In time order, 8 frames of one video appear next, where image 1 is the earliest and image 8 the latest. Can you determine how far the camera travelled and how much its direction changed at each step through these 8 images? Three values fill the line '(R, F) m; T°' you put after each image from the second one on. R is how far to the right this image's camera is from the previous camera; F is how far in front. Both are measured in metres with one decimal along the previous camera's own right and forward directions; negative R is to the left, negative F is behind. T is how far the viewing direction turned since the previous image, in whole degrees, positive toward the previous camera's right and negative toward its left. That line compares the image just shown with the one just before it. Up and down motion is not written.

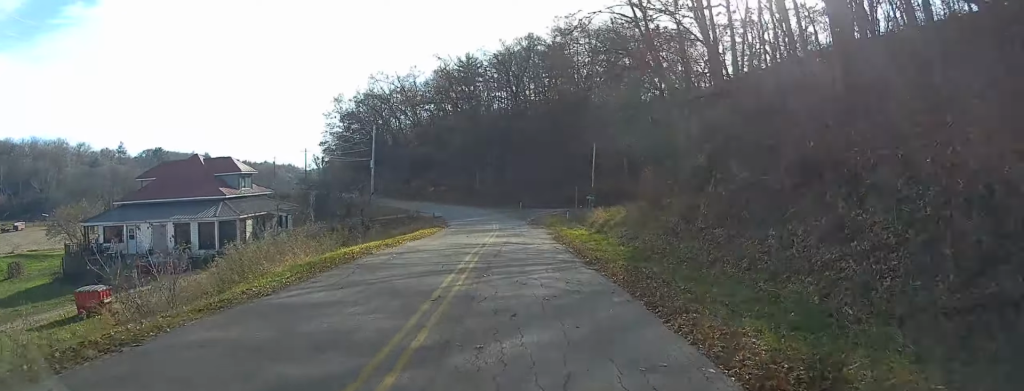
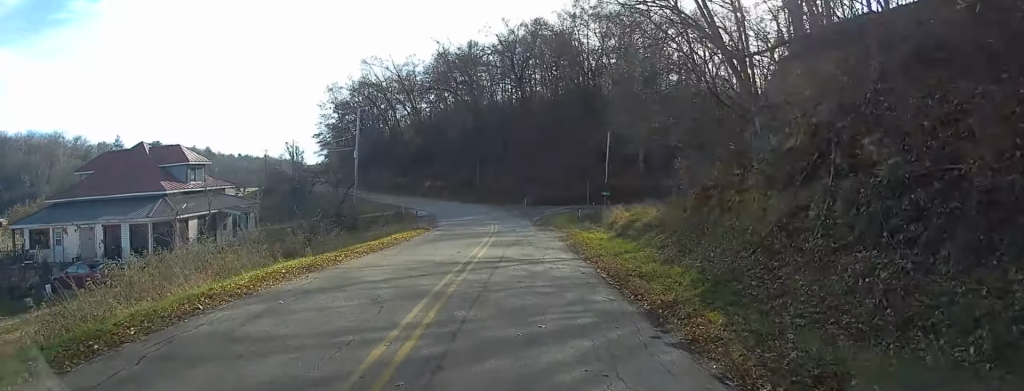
(0.0, +9.3) m; 0°
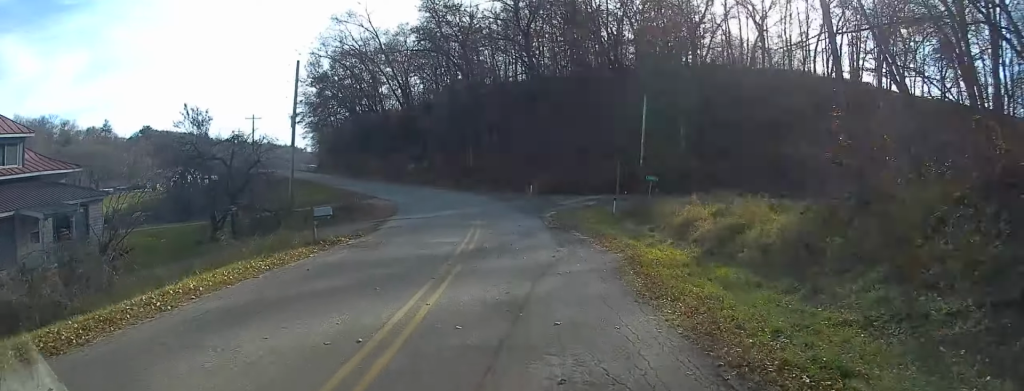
(+0.2, +19.2) m; -2°
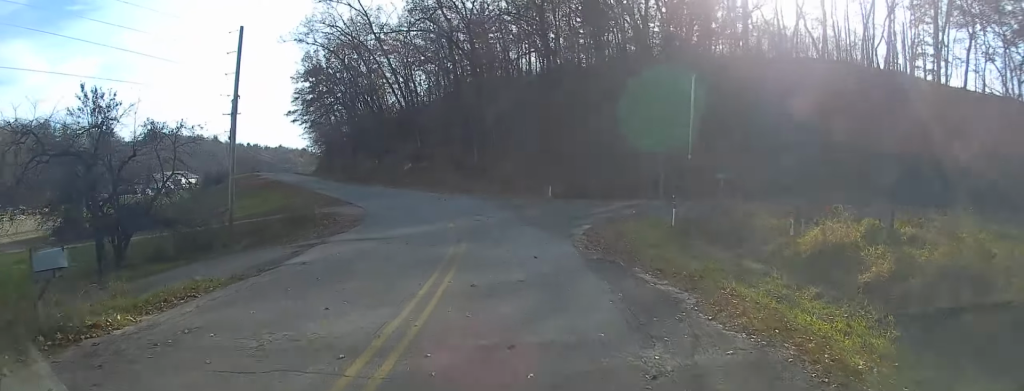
(-0.2, +11.9) m; -4°
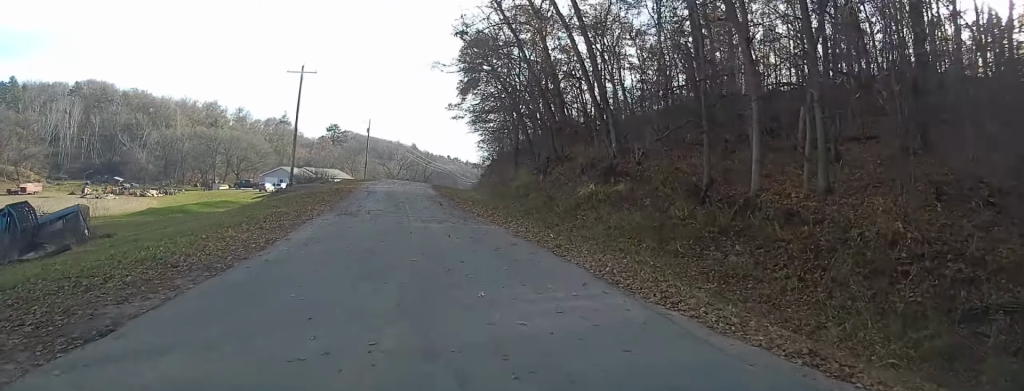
(-6.5, +36.8) m; -21°
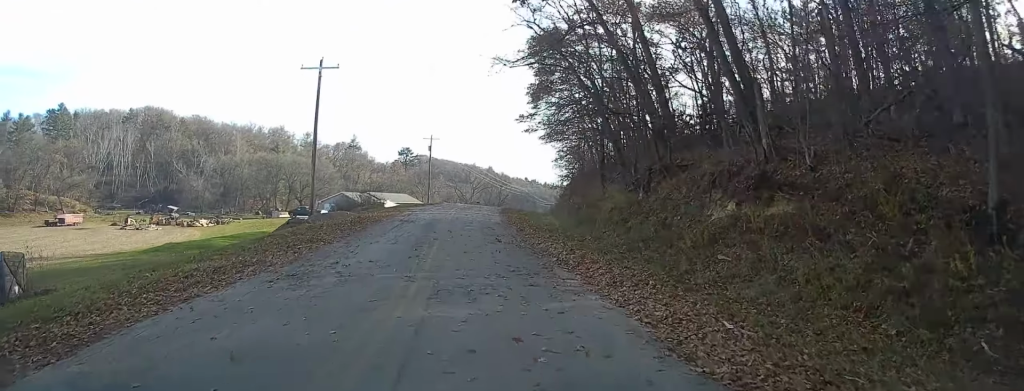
(-0.8, +12.5) m; -5°
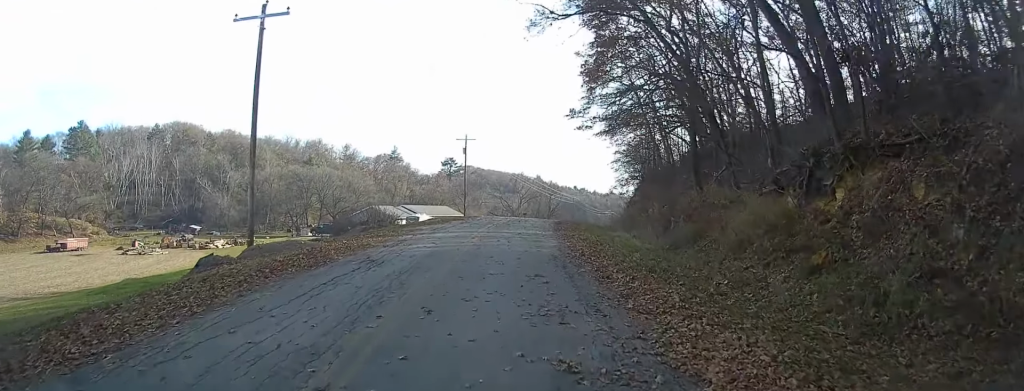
(-0.5, +15.5) m; -1°
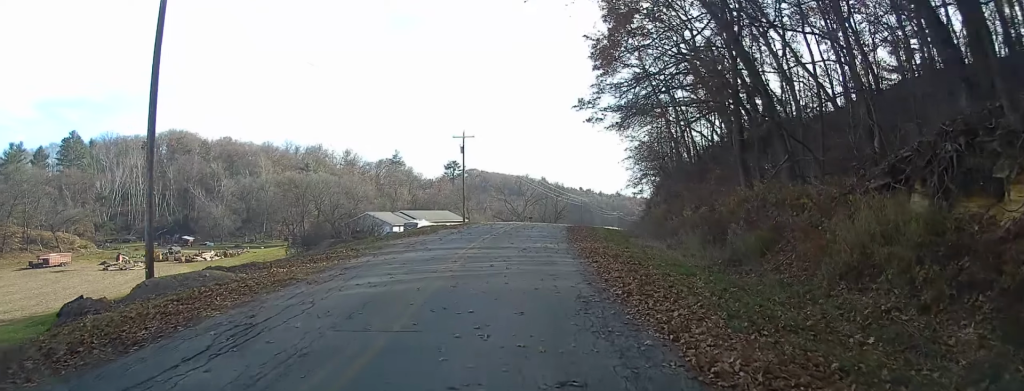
(-0.2, +7.7) m; +1°
